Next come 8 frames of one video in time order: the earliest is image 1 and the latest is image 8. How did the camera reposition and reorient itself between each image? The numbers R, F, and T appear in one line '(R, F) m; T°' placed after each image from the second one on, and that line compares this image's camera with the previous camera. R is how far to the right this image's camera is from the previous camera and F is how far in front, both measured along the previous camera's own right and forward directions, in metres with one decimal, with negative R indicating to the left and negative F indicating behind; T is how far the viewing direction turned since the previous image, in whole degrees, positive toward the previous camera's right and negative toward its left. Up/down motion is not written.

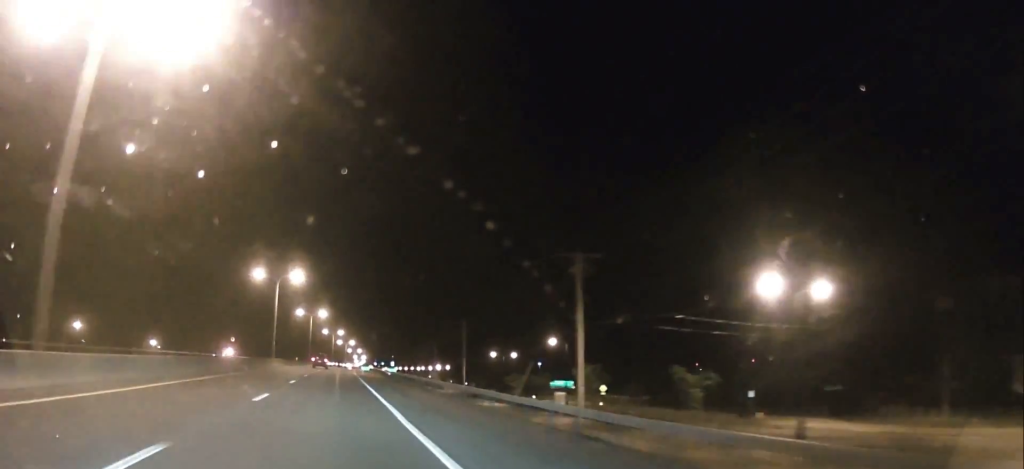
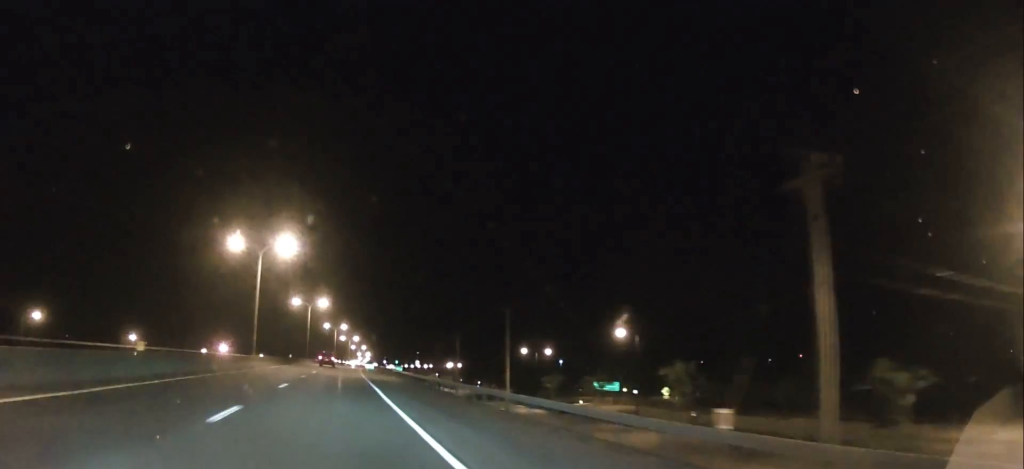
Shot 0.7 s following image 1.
(0.0, +18.4) m; +1°
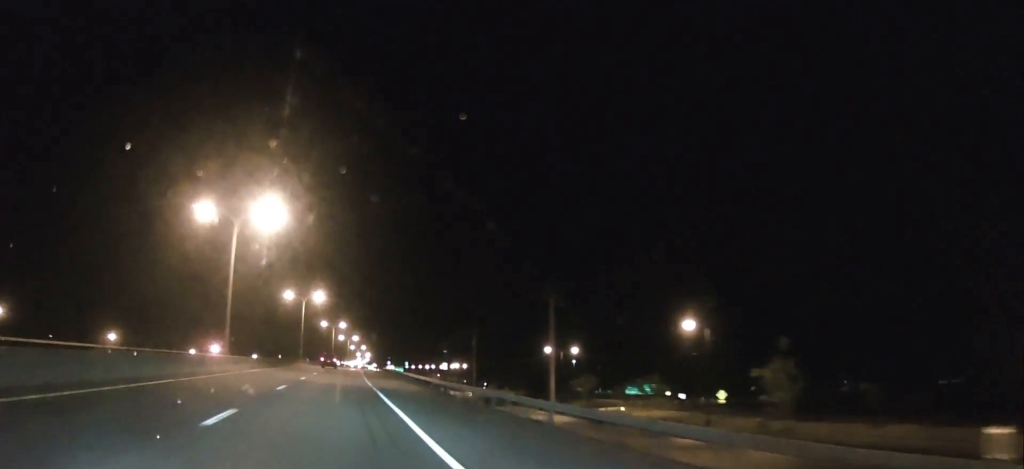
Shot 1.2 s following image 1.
(0.0, +12.5) m; +1°
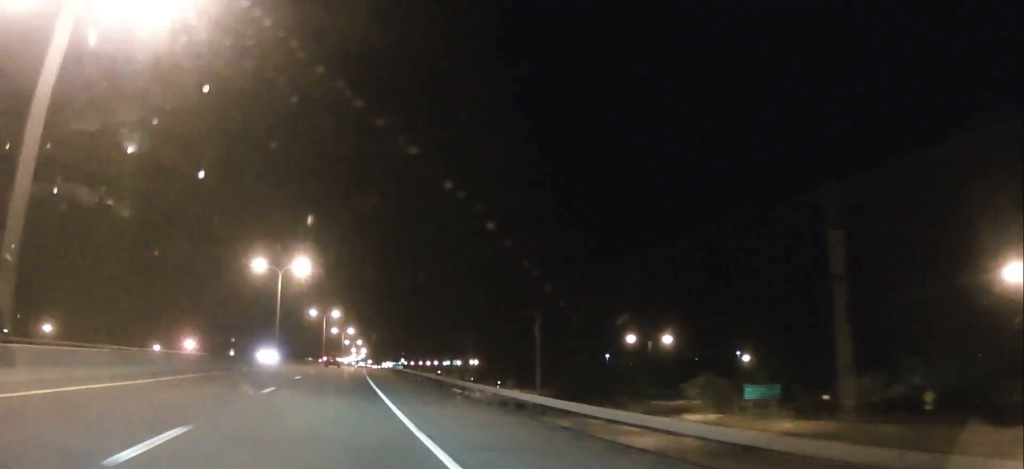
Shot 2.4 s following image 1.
(+0.4, +28.1) m; +1°
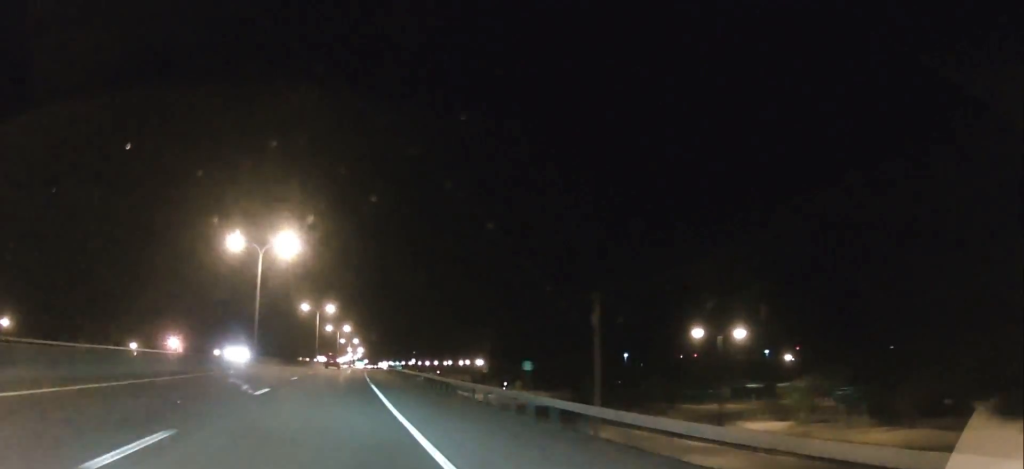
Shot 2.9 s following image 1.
(0.0, +13.2) m; 0°
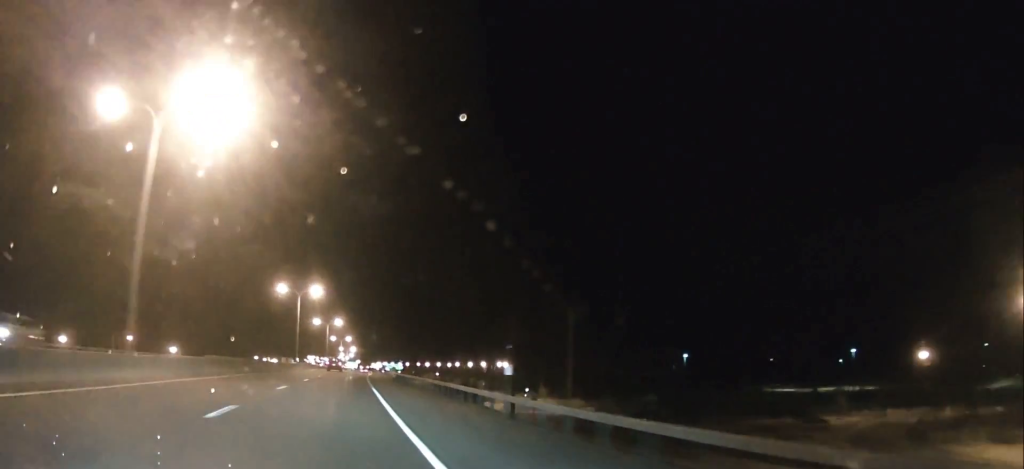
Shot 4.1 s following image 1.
(0.0, +30.4) m; 0°
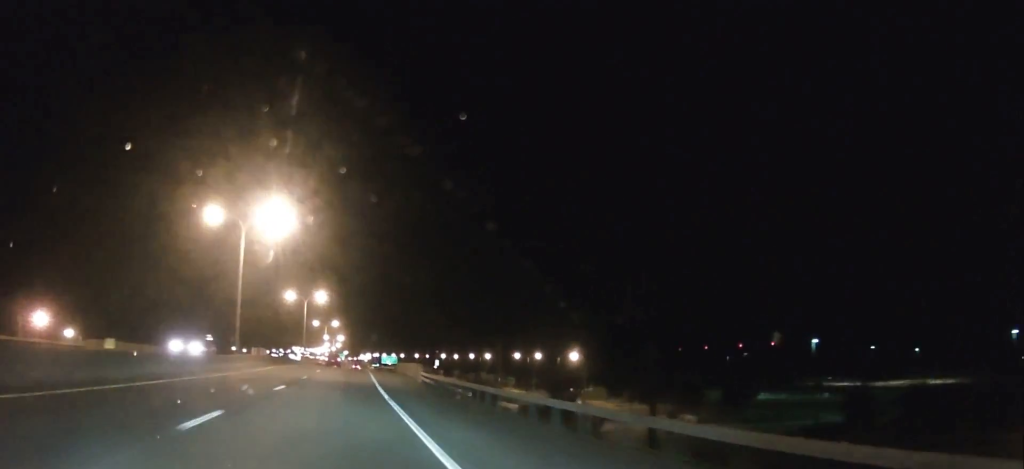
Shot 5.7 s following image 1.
(+0.4, +39.4) m; +1°
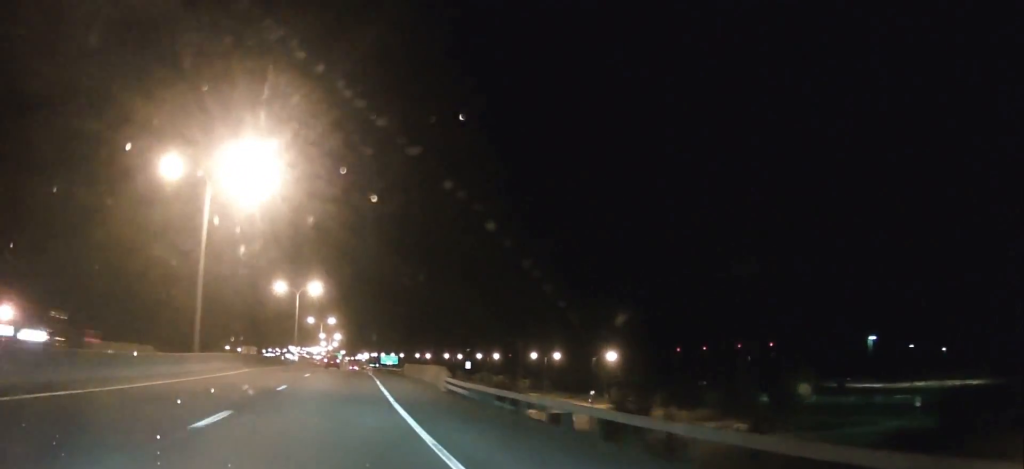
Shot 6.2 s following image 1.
(+0.1, +11.4) m; 0°
